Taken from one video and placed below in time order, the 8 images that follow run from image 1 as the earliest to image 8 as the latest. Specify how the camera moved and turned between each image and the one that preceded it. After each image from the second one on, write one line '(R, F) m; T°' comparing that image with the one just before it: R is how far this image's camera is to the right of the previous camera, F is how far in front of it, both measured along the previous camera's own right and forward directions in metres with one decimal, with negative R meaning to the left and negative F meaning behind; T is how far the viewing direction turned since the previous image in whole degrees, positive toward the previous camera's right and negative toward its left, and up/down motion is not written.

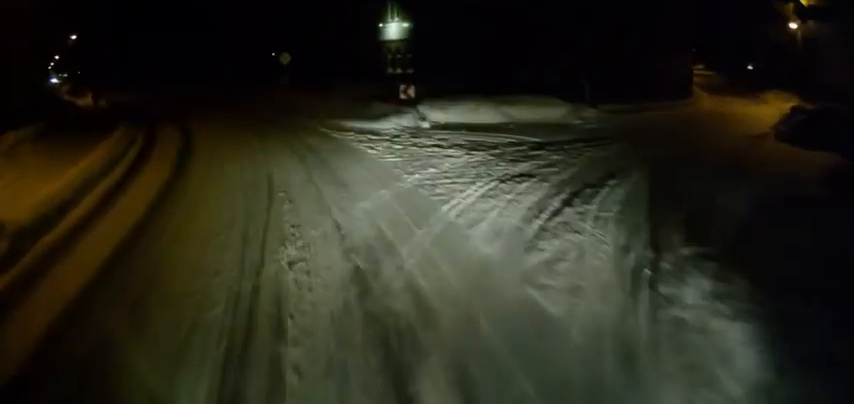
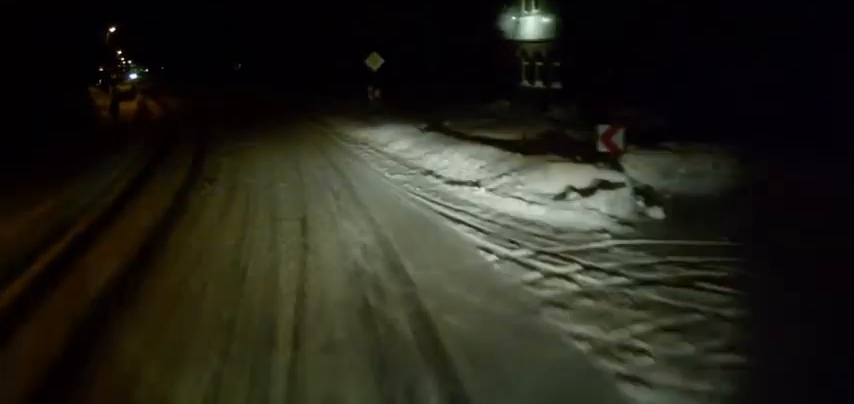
(-0.3, +9.9) m; -6°
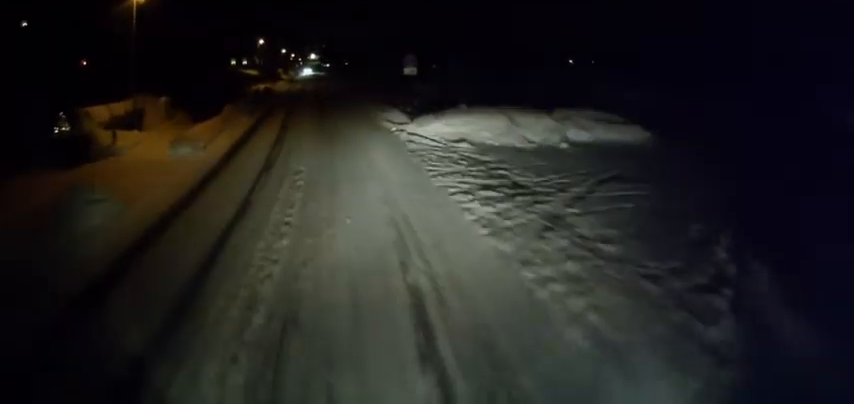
(-4.3, +21.2) m; -22°
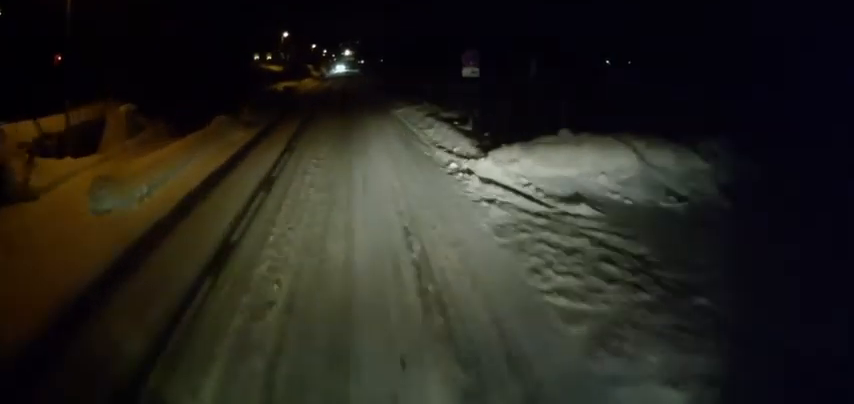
(-0.4, +7.1) m; -6°
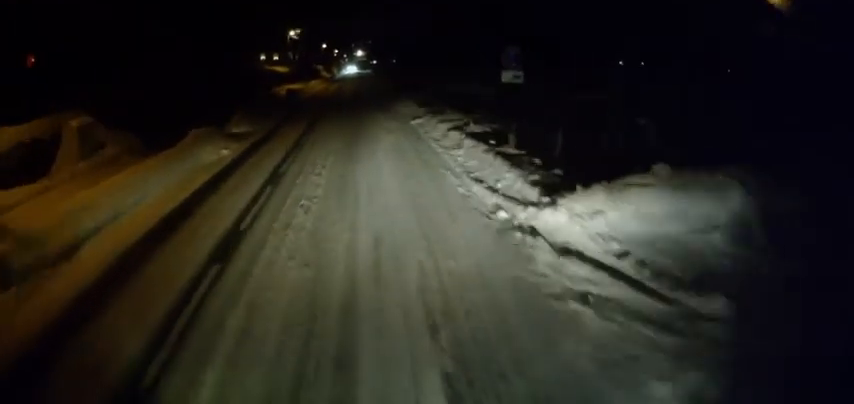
(0.0, +3.8) m; -3°
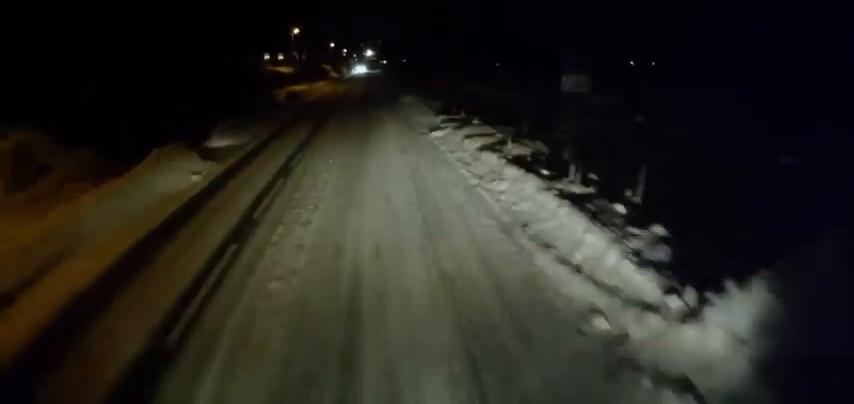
(-0.1, +3.6) m; -2°
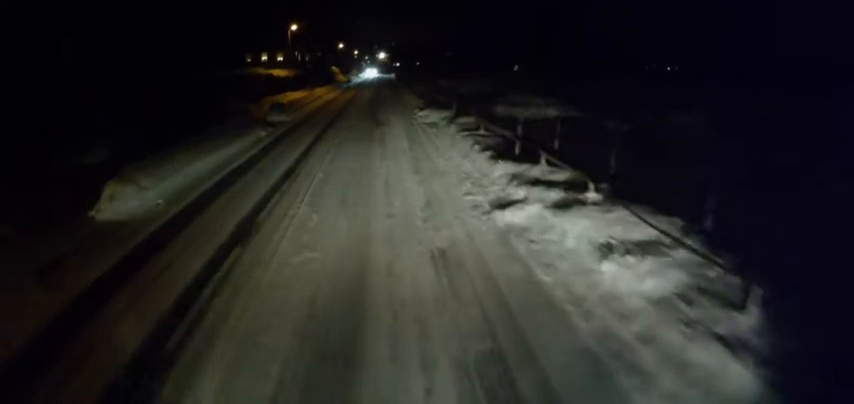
(-0.5, +8.4) m; -4°
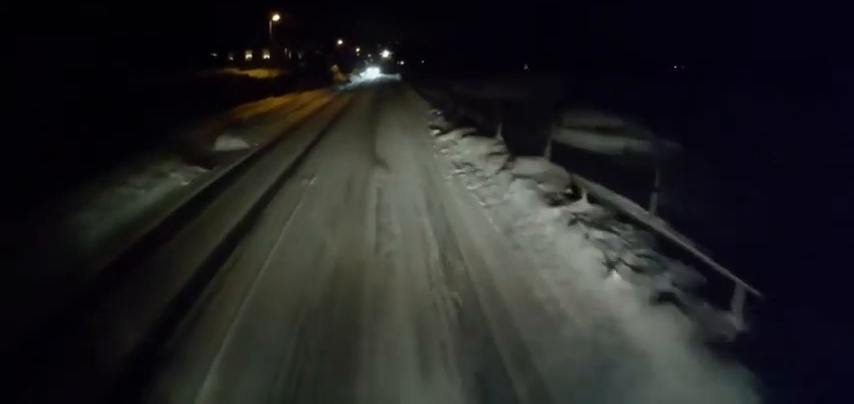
(0.0, +8.9) m; -2°
